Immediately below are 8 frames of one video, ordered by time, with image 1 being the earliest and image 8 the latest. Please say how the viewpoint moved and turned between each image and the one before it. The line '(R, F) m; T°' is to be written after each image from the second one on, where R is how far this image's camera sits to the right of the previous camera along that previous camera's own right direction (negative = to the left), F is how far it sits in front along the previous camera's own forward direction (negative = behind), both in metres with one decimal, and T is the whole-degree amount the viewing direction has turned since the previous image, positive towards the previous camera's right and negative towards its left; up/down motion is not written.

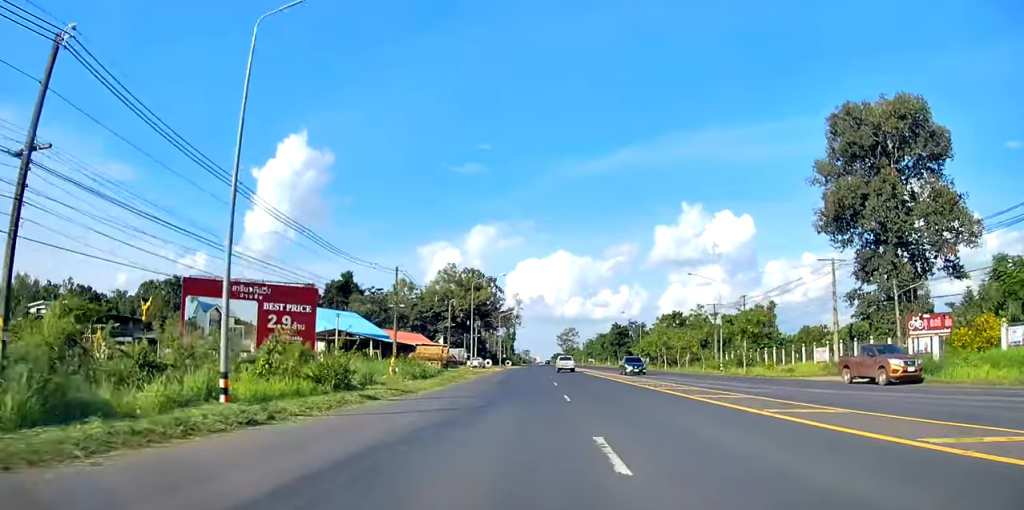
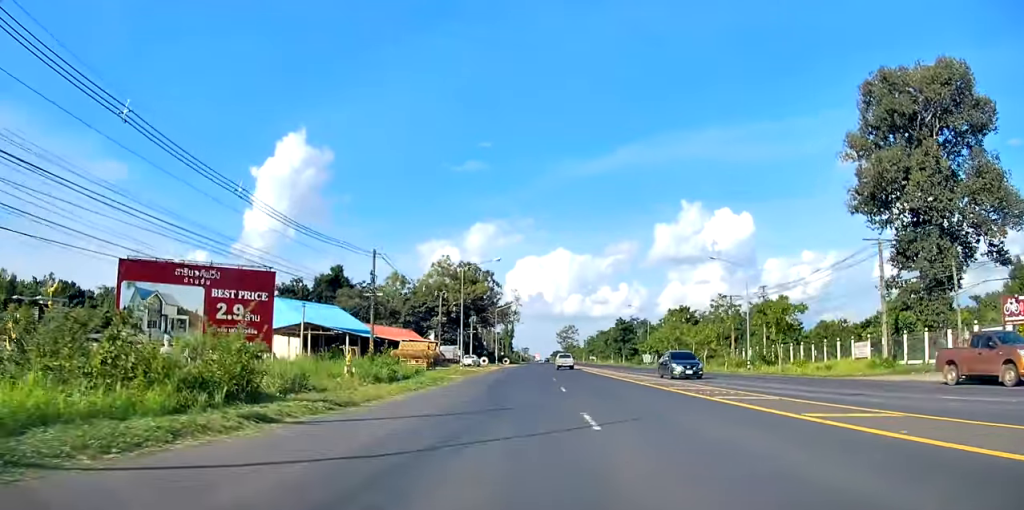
(0.0, +8.0) m; 0°
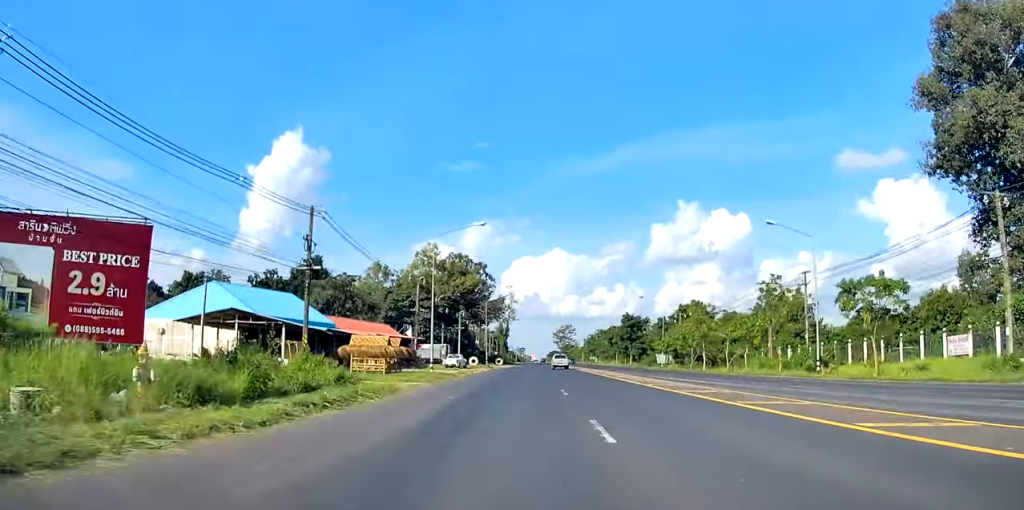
(+0.2, +14.4) m; -1°
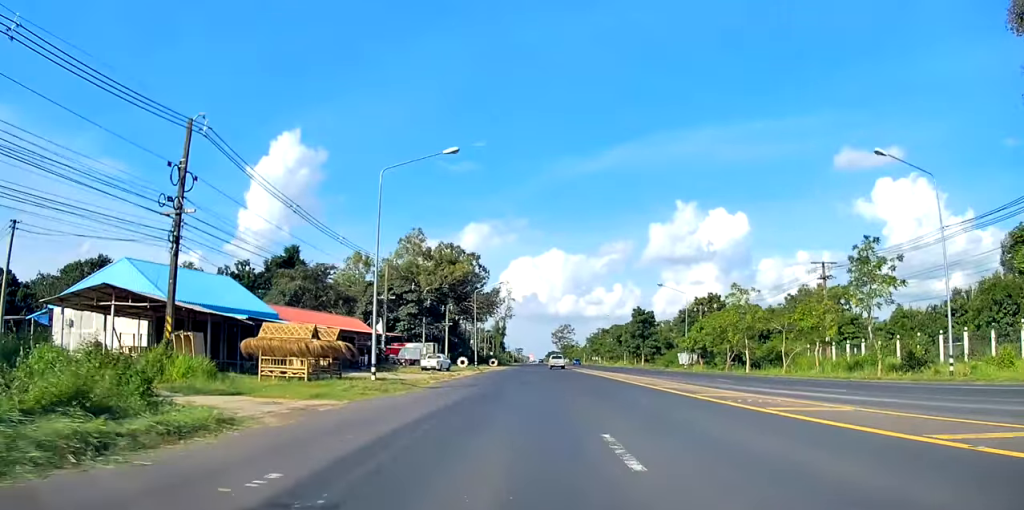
(-0.3, +14.2) m; 0°
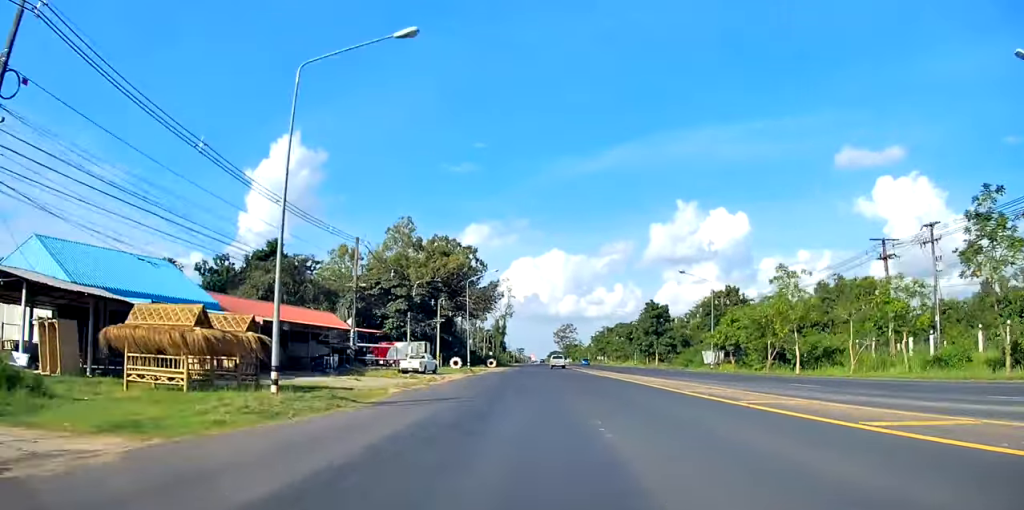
(-0.1, +8.9) m; 0°
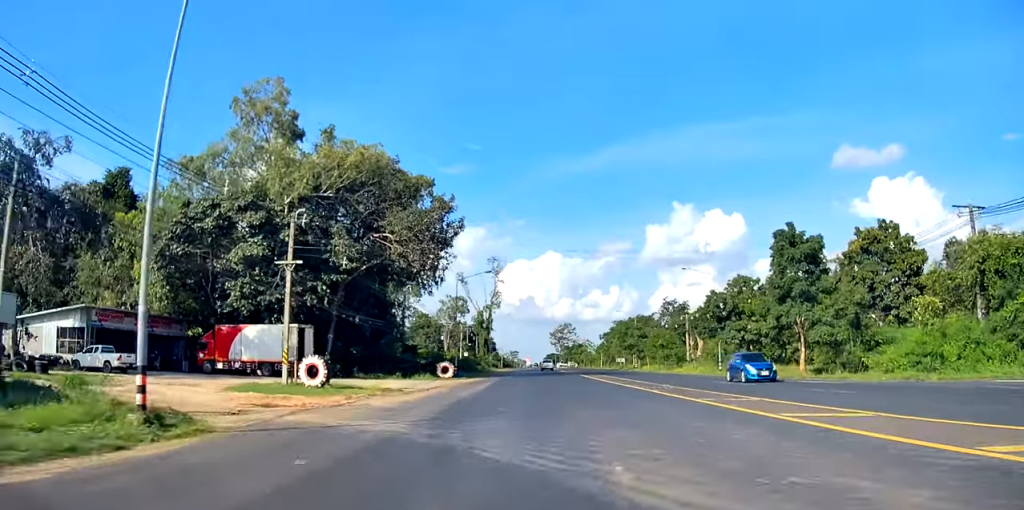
(+1.2, +51.9) m; +2°
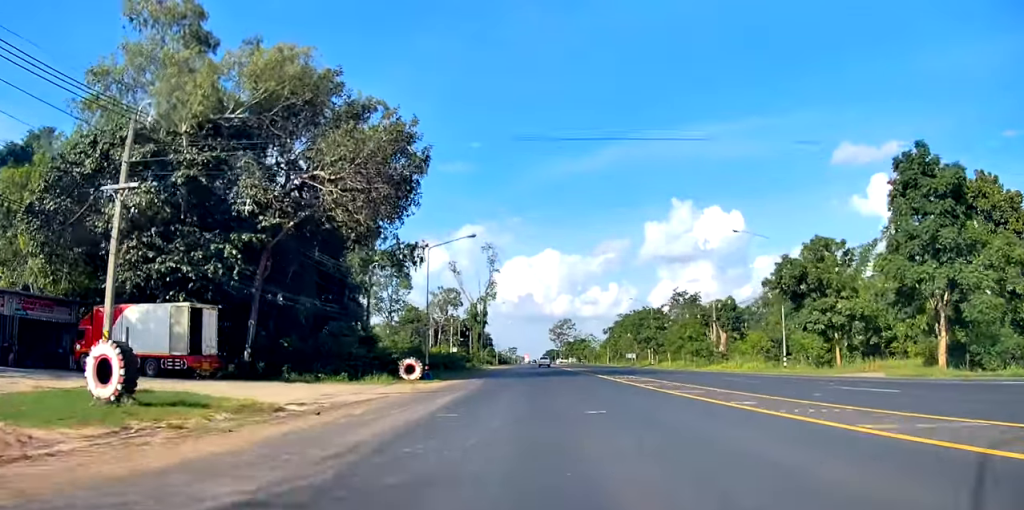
(0.0, +14.9) m; -1°
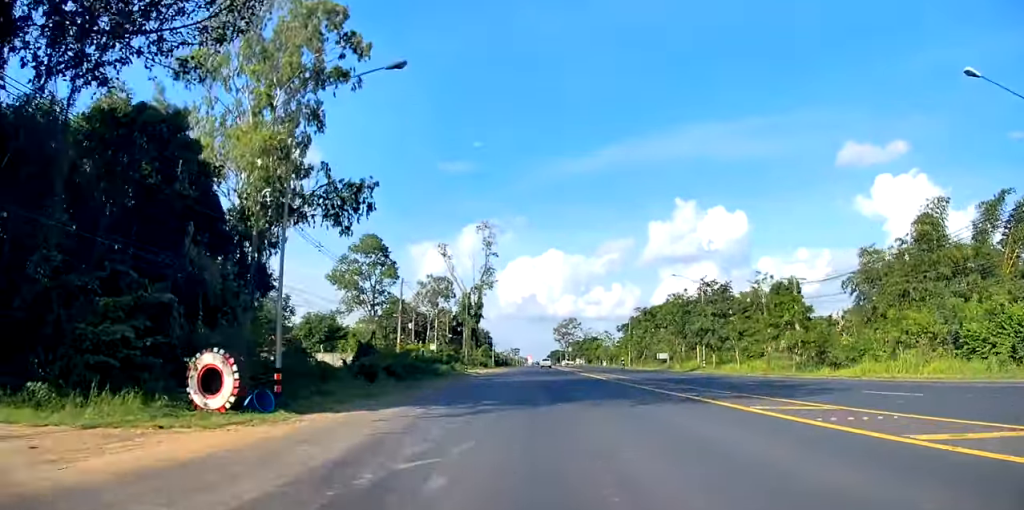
(-0.6, +25.1) m; -1°
